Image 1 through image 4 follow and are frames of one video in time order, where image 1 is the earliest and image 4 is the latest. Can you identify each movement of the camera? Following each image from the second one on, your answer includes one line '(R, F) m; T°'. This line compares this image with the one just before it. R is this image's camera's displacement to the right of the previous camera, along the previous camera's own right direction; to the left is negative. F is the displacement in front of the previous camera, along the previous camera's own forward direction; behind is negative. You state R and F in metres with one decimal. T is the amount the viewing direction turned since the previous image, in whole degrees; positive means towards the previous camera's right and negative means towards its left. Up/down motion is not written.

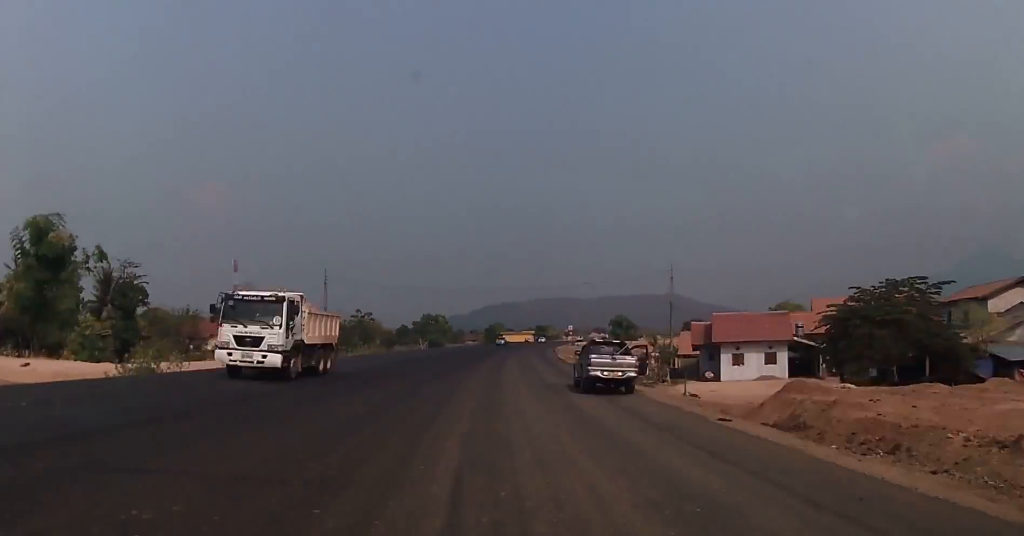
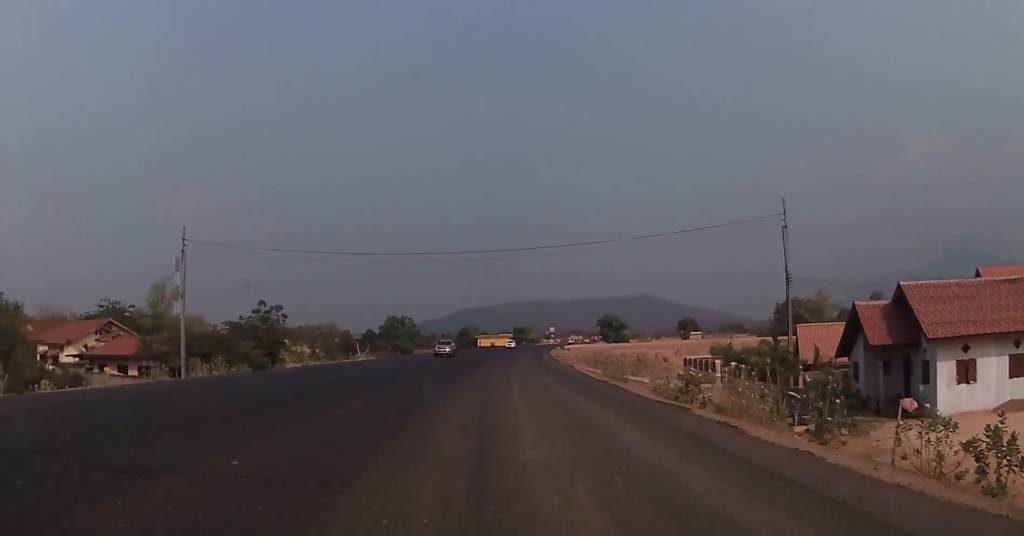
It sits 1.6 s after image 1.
(+0.7, +34.0) m; +2°
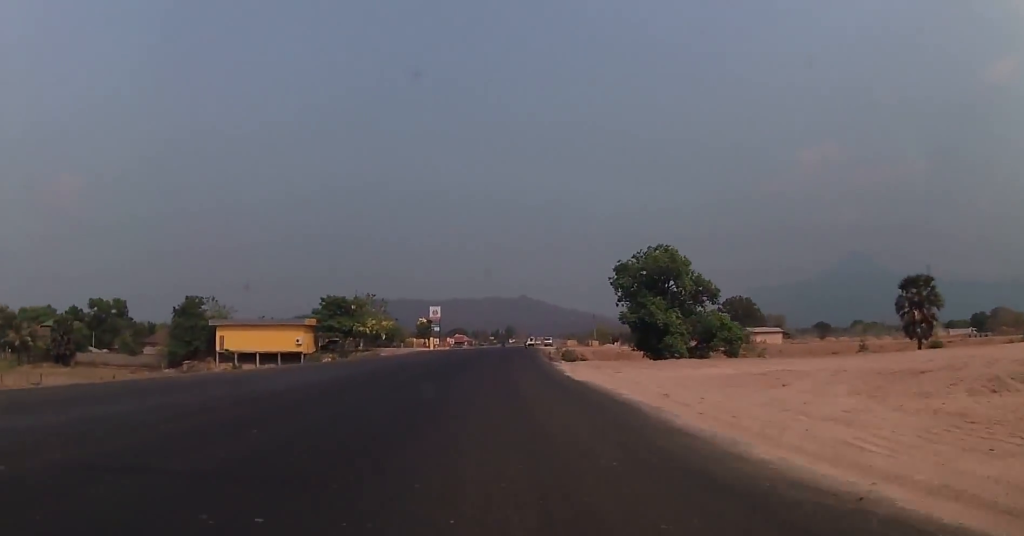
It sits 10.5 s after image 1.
(+16.4, +193.7) m; +10°
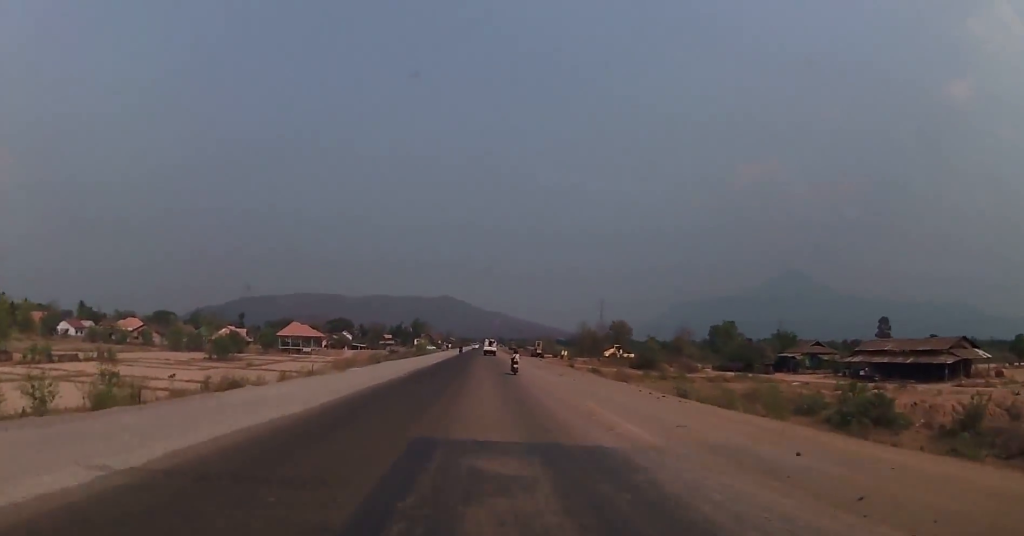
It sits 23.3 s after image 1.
(+17.7, +233.9) m; +6°
